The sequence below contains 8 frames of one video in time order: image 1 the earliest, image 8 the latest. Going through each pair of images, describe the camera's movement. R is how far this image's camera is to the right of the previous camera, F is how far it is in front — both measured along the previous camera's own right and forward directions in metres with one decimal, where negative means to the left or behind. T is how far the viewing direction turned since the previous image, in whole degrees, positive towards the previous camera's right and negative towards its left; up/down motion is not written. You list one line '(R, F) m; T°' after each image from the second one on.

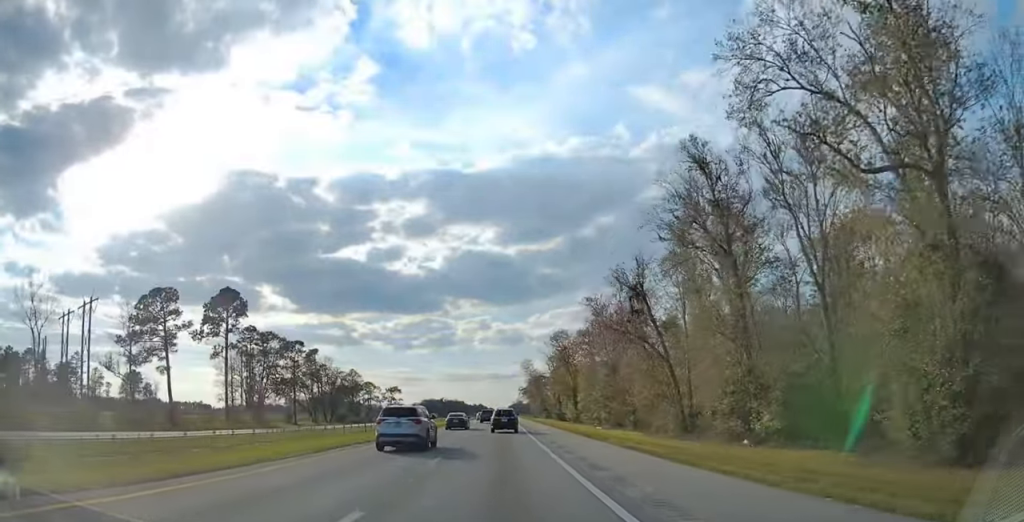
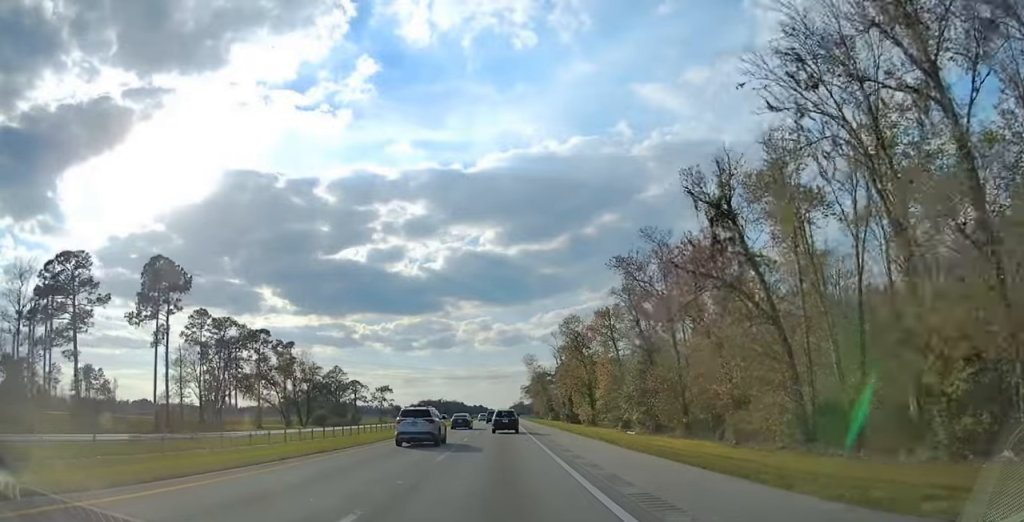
(0.0, +25.1) m; 0°
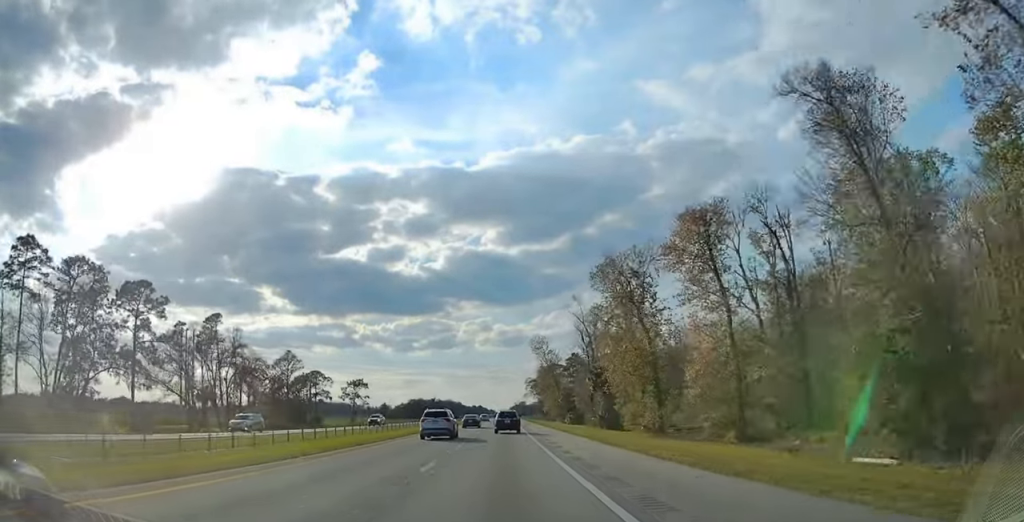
(-0.2, +51.2) m; 0°
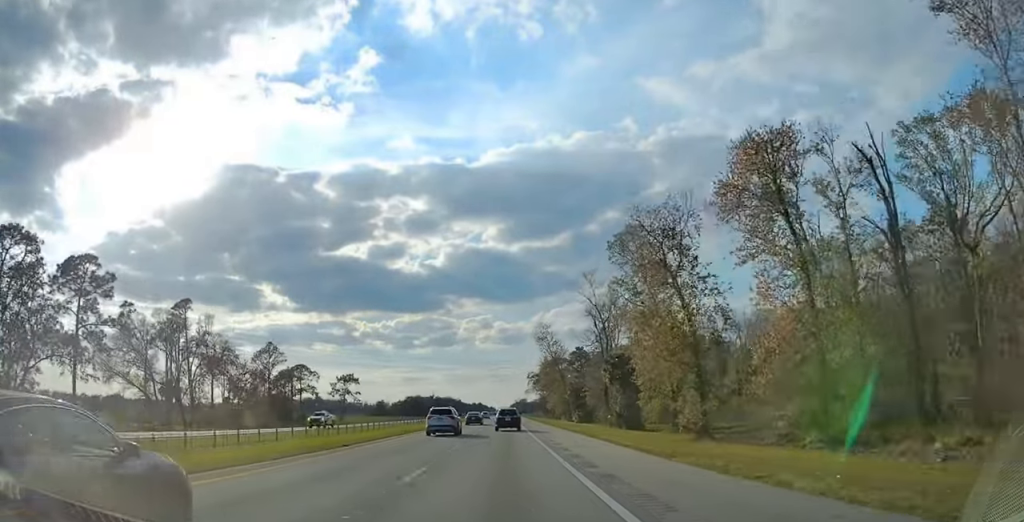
(-0.1, +14.6) m; 0°
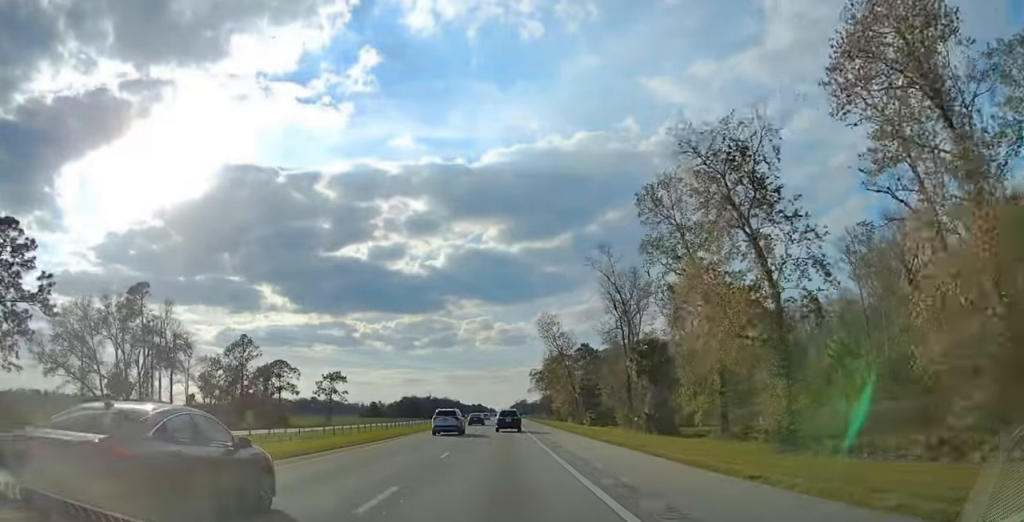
(+0.1, +16.7) m; 0°
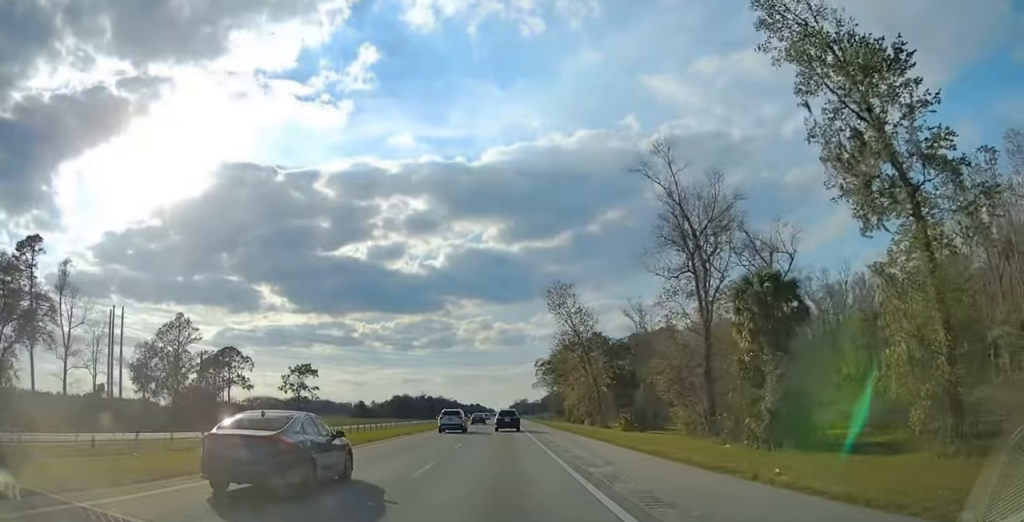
(+0.1, +30.2) m; 0°
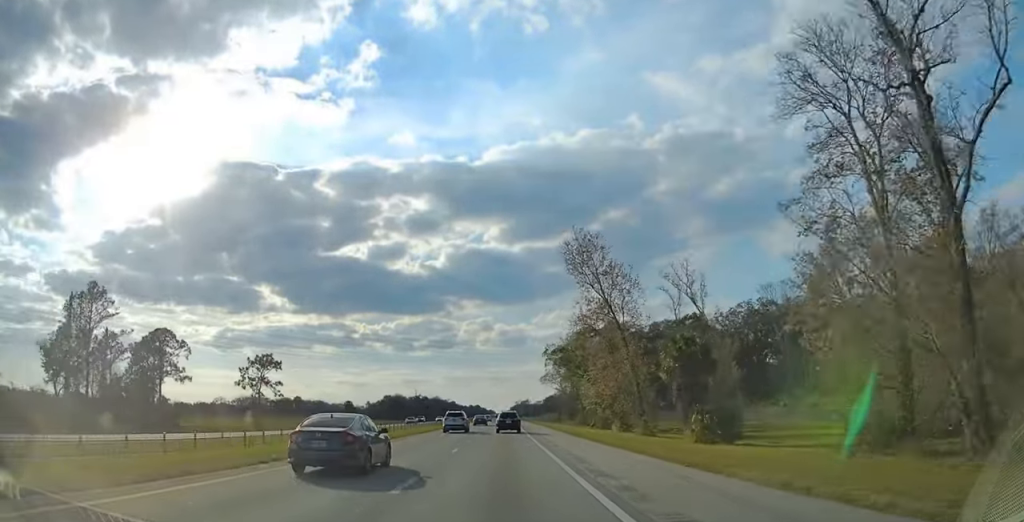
(-0.1, +28.1) m; 0°
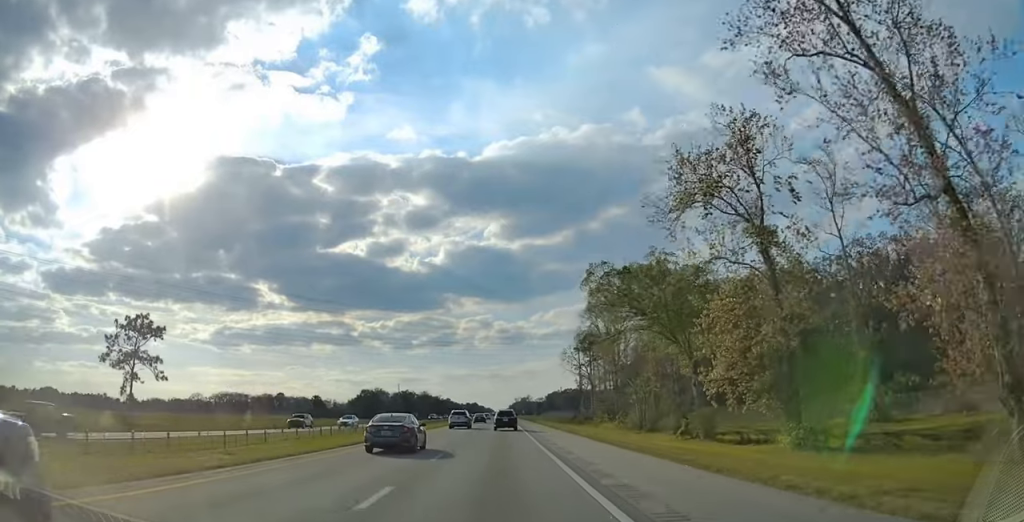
(+0.1, +50.1) m; 0°
